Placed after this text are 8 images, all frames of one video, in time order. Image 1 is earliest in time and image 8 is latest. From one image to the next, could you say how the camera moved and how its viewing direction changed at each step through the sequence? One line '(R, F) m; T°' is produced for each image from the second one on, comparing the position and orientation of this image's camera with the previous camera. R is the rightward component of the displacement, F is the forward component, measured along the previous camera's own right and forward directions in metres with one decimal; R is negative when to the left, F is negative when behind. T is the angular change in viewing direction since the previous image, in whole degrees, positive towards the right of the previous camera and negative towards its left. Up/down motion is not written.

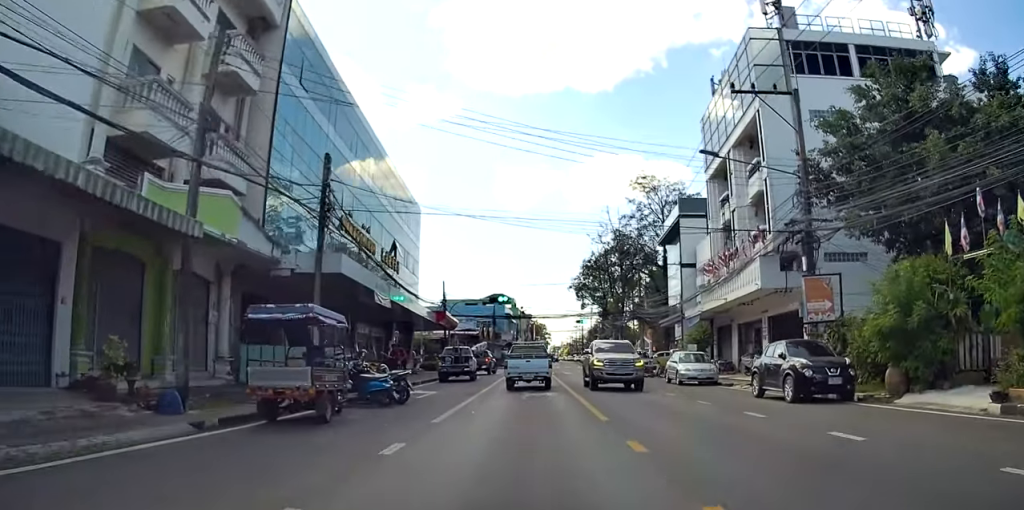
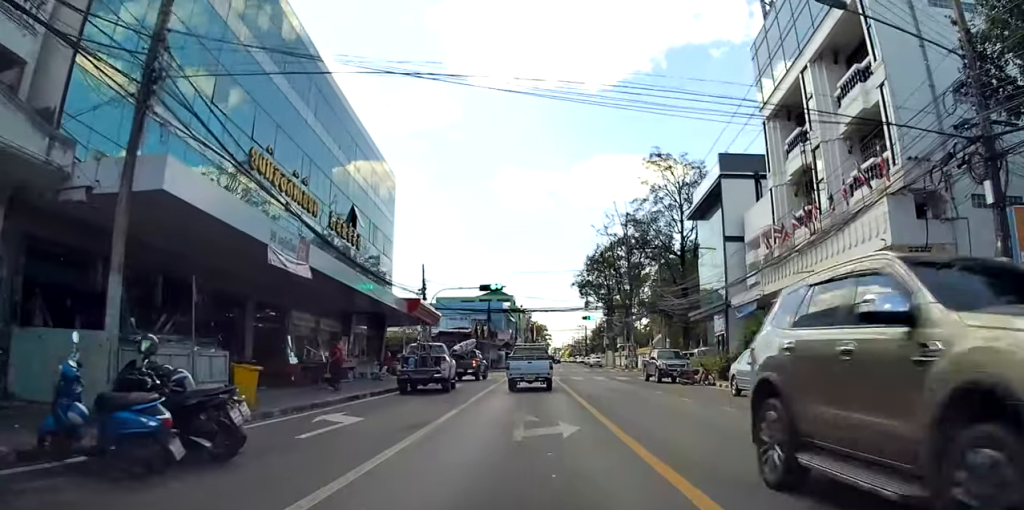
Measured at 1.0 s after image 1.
(0.0, +10.3) m; 0°
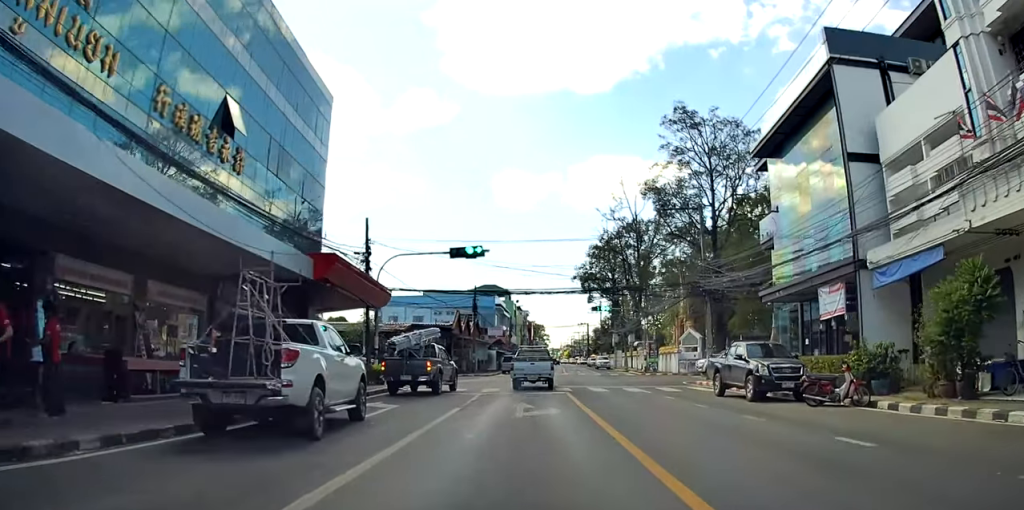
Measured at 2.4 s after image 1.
(+0.2, +14.3) m; +3°
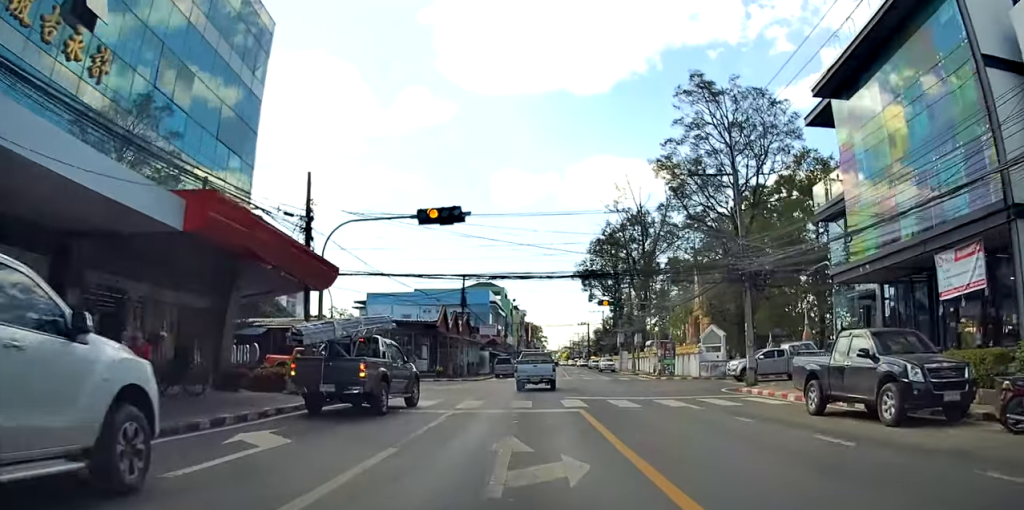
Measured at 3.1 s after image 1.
(+0.2, +7.4) m; +1°
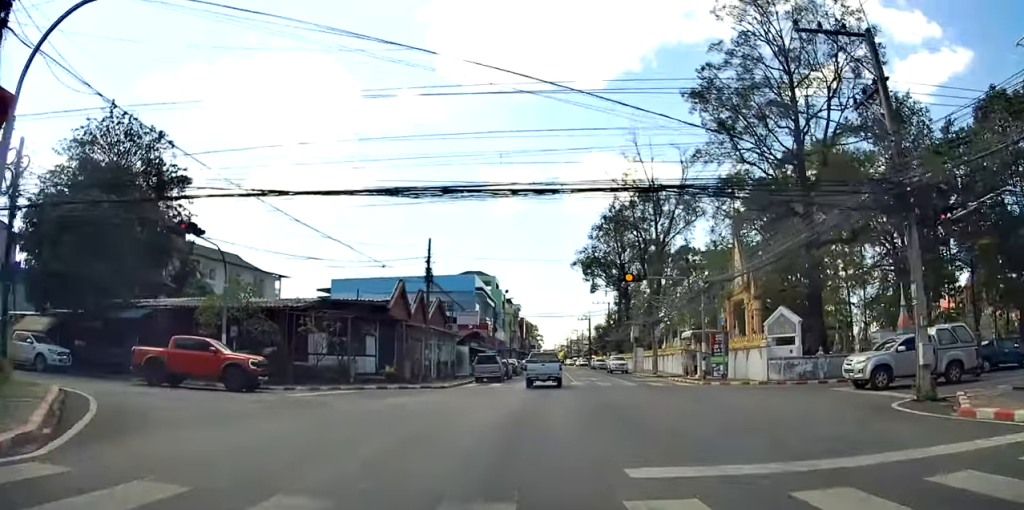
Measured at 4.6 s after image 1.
(+0.2, +14.8) m; +2°
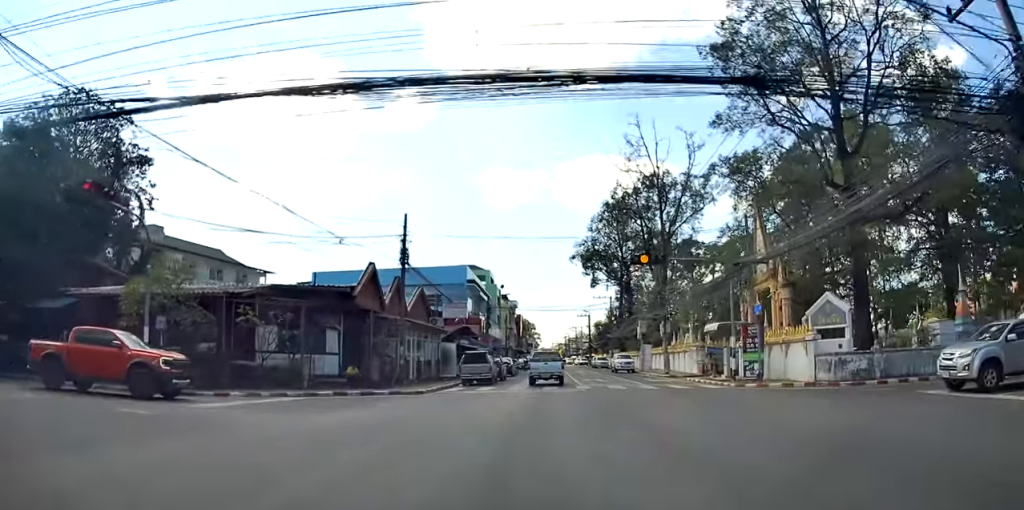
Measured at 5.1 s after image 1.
(+0.1, +6.0) m; +1°
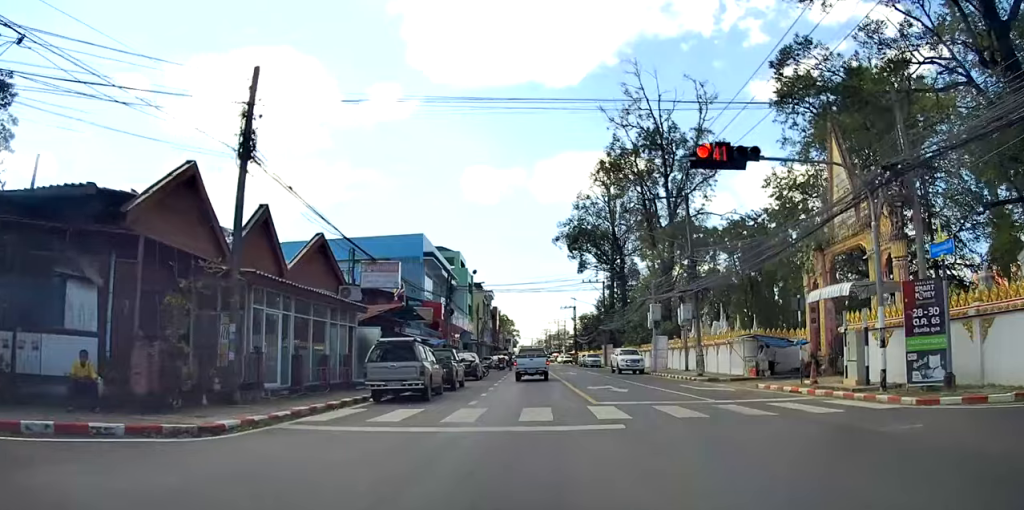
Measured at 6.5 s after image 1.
(+0.3, +15.2) m; +3°
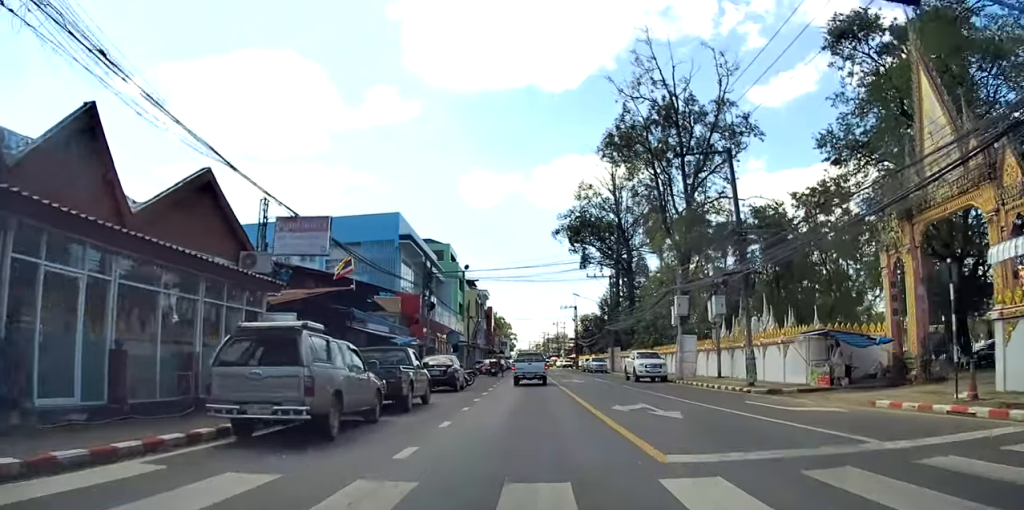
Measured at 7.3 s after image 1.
(+0.3, +8.7) m; +1°
